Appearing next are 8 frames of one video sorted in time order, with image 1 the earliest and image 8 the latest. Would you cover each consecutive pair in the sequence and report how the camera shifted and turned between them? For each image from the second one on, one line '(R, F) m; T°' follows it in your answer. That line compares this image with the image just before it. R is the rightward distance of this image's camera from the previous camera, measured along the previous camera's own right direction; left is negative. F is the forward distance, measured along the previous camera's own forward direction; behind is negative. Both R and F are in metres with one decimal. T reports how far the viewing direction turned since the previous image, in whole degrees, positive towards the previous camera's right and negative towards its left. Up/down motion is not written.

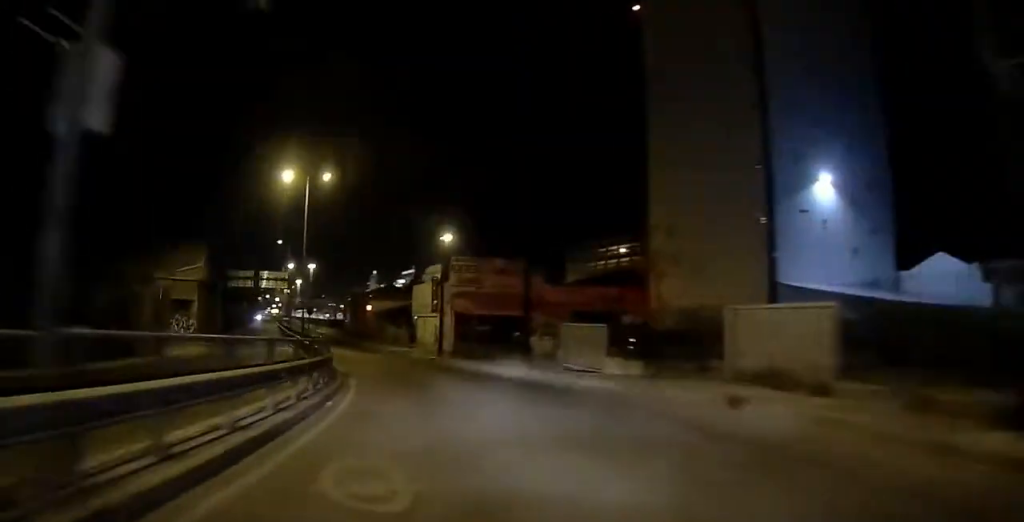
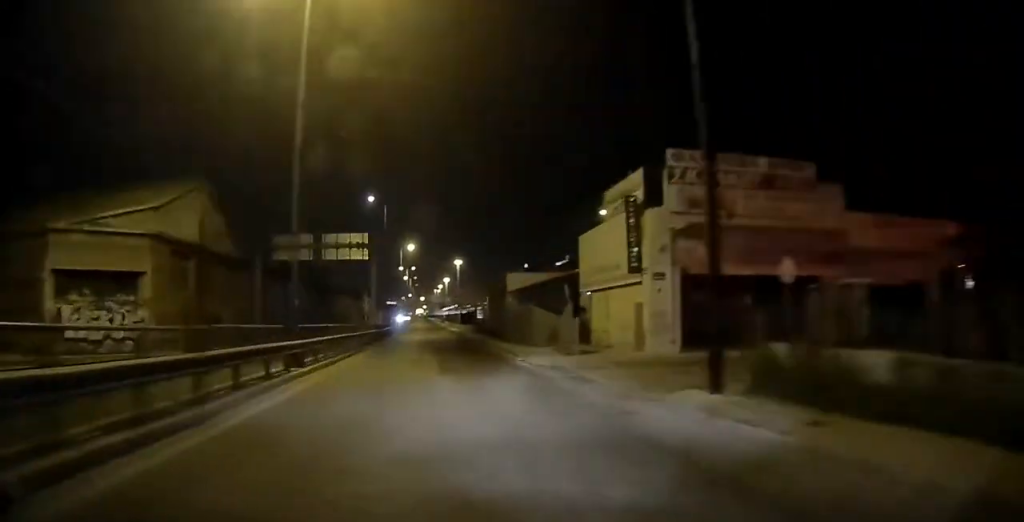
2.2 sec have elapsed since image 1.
(-2.4, +29.3) m; -4°
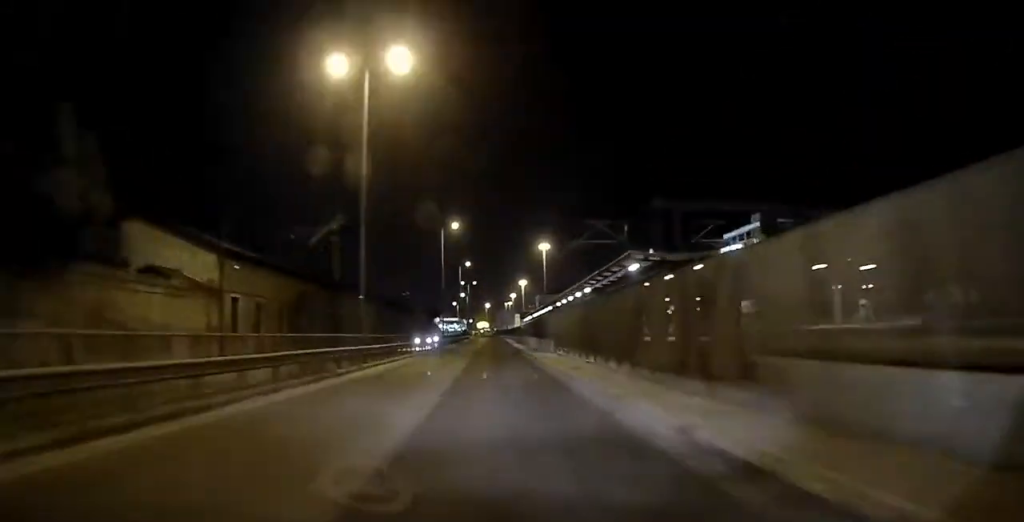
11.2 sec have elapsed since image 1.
(-10.0, +140.3) m; -5°
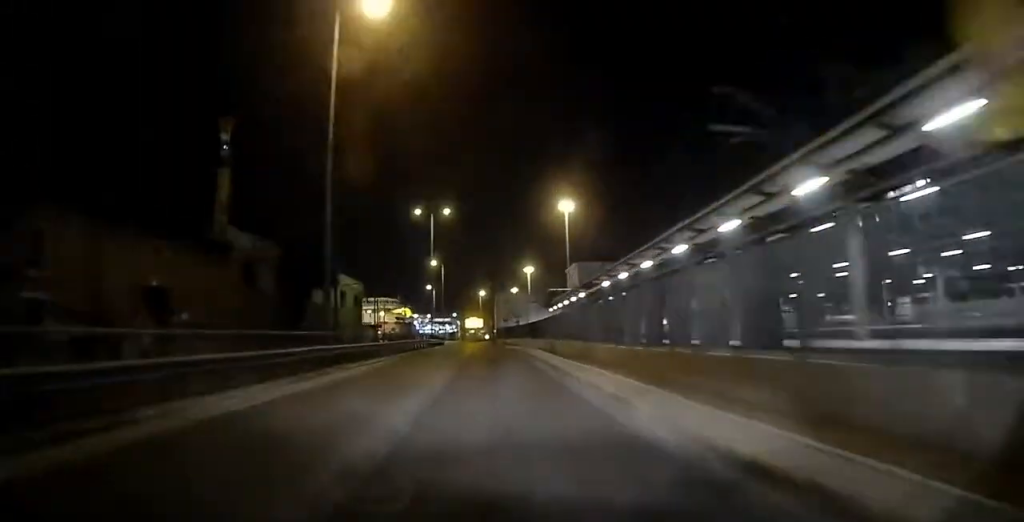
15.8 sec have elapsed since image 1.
(-0.3, +69.3) m; -1°
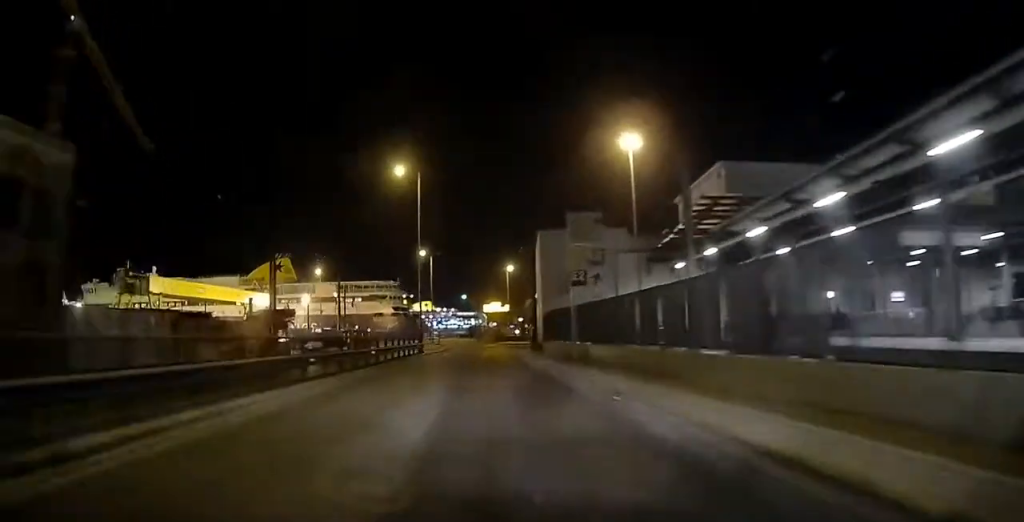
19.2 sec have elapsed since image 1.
(-0.2, +42.7) m; -1°
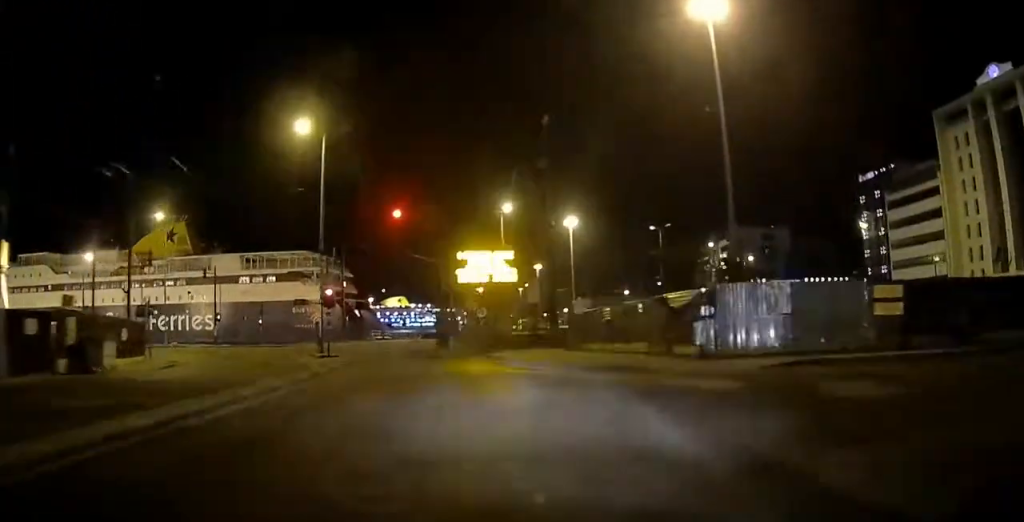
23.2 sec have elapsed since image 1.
(-0.2, +36.4) m; -1°
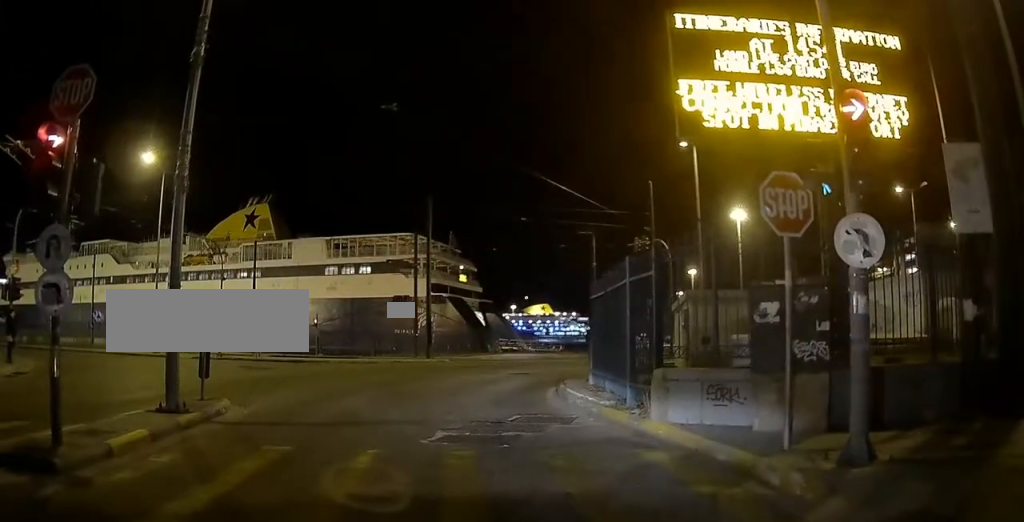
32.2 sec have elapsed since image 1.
(-1.7, +31.7) m; -8°
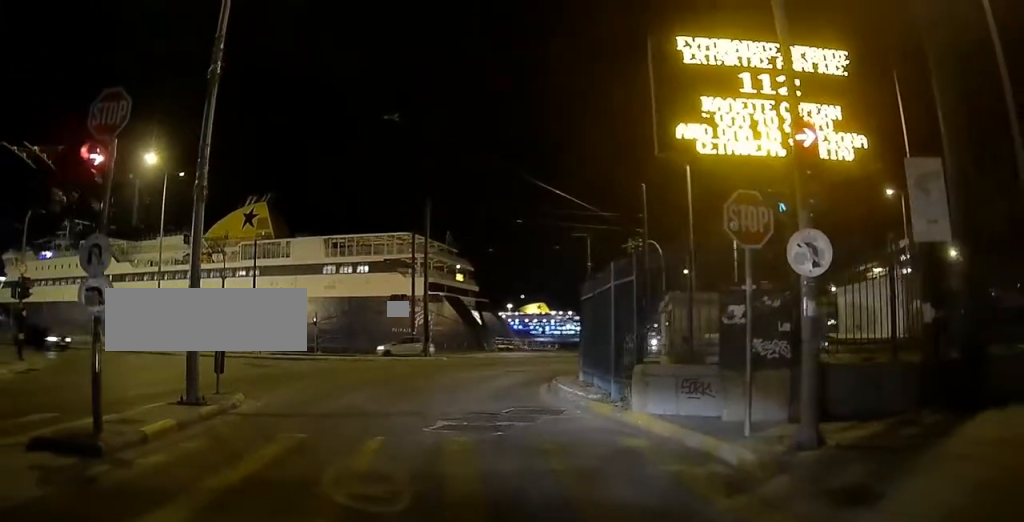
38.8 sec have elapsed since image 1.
(-0.1, +5.6) m; +1°
